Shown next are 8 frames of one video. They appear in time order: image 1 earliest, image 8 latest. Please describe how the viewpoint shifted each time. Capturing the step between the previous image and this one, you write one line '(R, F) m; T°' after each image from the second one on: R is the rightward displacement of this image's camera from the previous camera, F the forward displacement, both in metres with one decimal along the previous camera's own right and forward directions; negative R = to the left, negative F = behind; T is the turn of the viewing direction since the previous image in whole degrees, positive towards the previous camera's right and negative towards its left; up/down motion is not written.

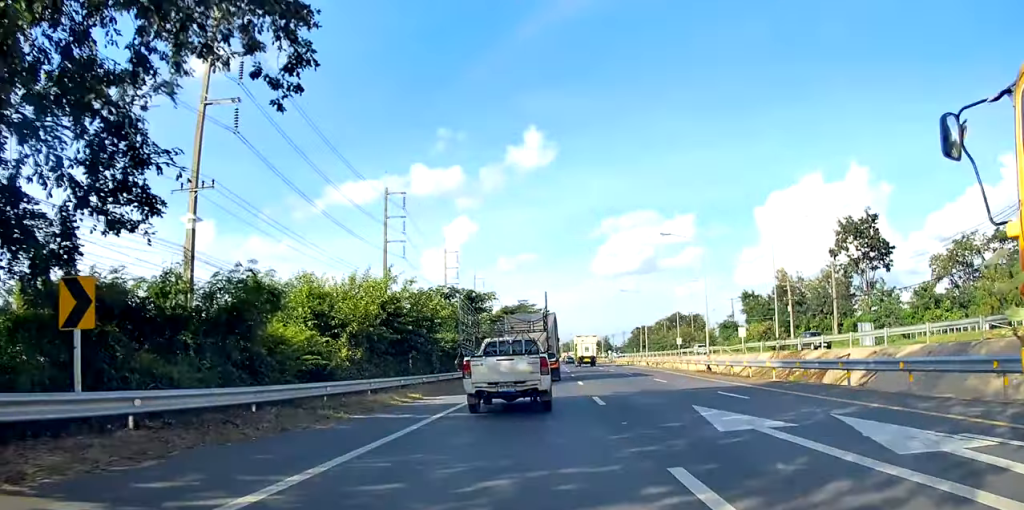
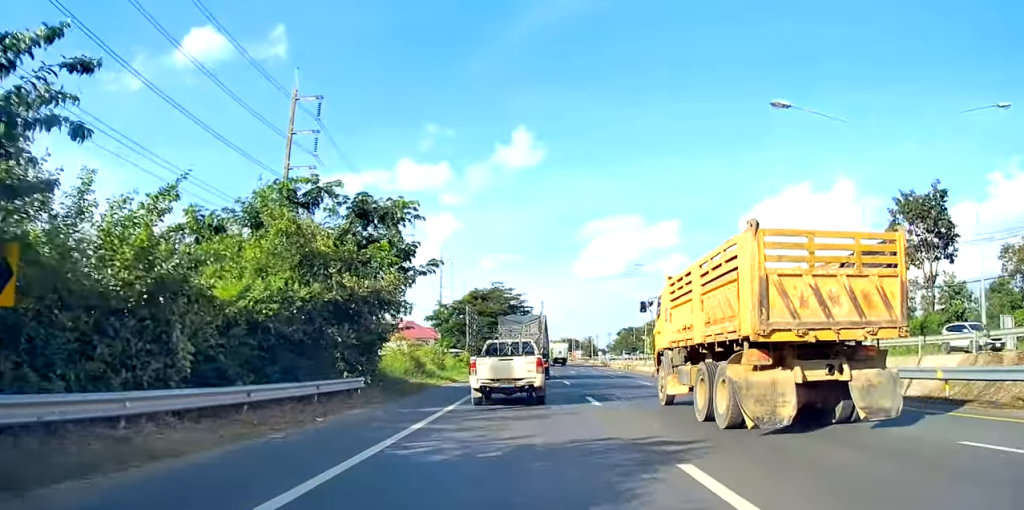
(+1.1, +24.3) m; +3°
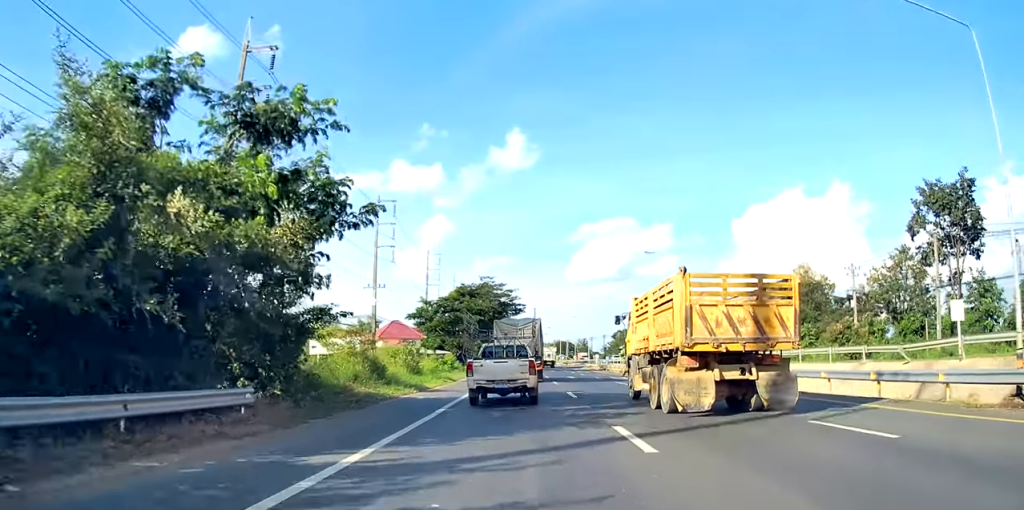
(-0.3, +8.1) m; -1°
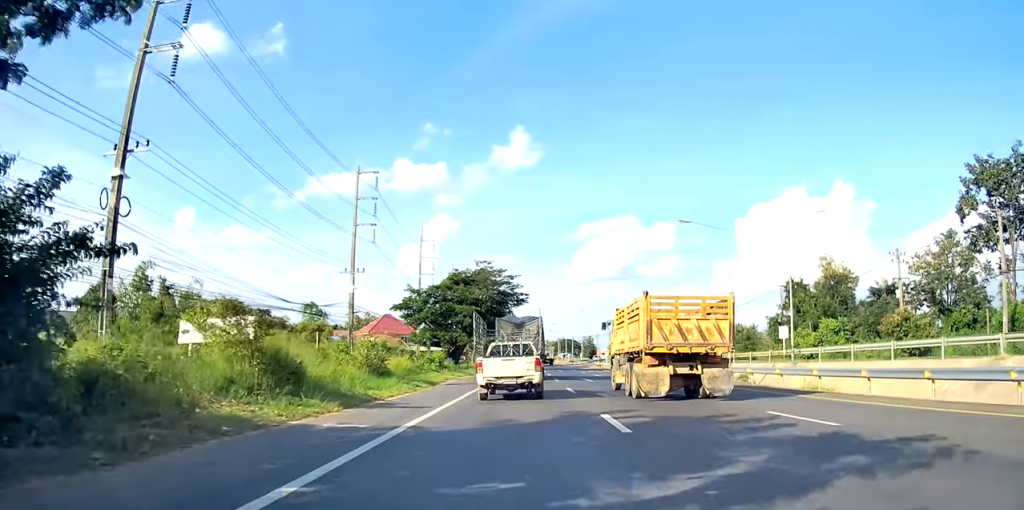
(0.0, +10.3) m; -1°
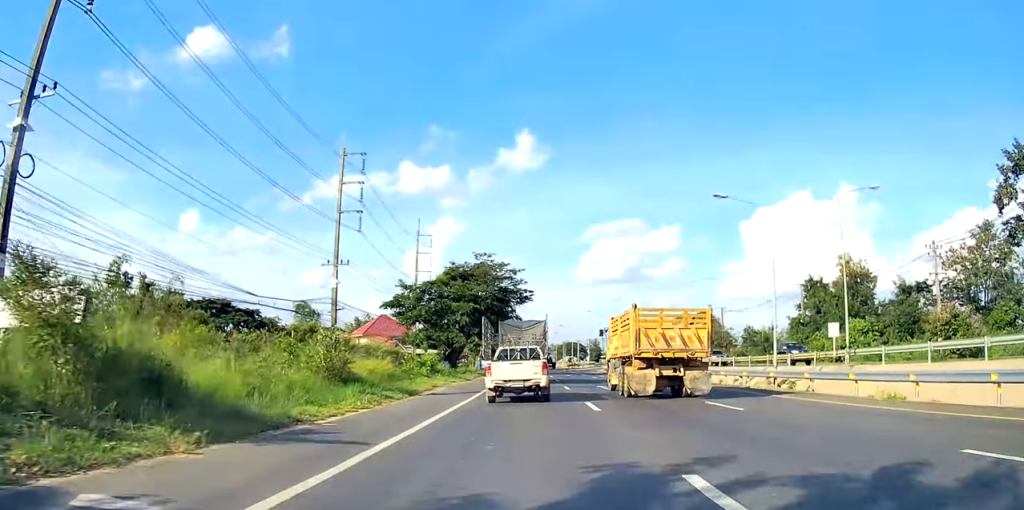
(+0.3, +6.5) m; 0°
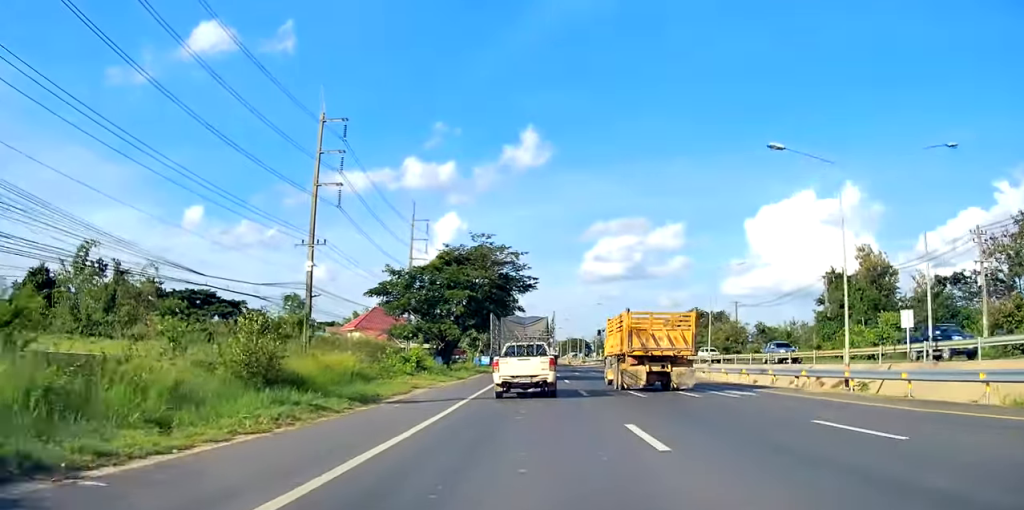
(-0.5, +6.8) m; -1°
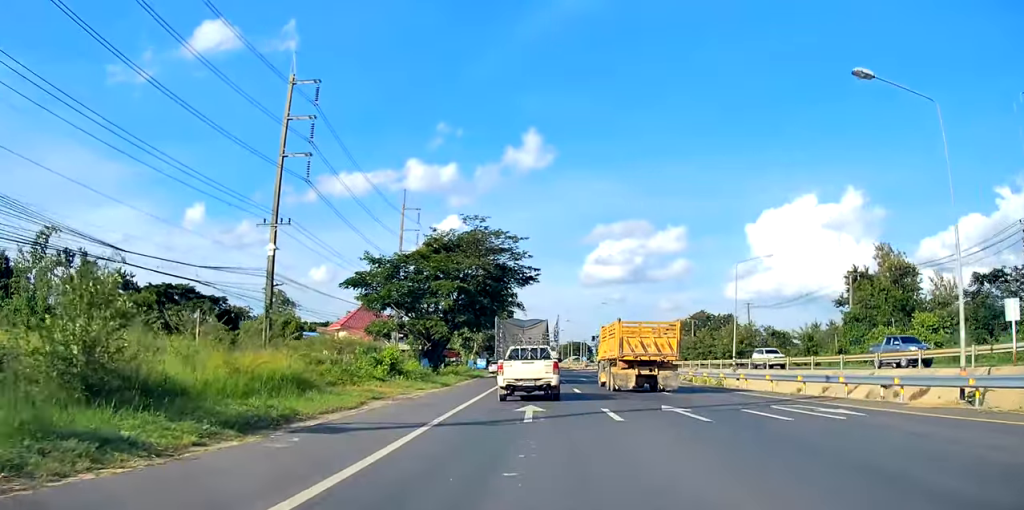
(-0.2, +7.5) m; 0°
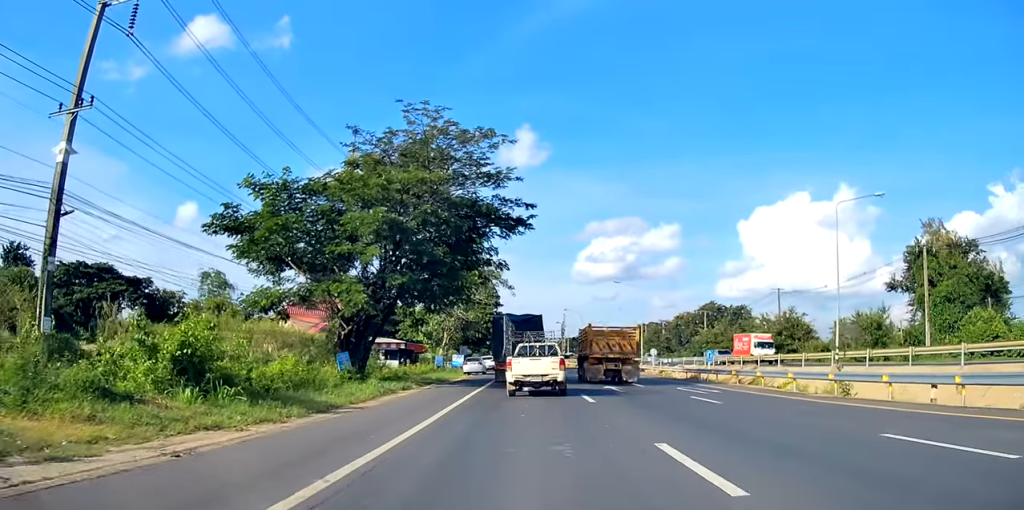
(+0.5, +19.4) m; +1°
